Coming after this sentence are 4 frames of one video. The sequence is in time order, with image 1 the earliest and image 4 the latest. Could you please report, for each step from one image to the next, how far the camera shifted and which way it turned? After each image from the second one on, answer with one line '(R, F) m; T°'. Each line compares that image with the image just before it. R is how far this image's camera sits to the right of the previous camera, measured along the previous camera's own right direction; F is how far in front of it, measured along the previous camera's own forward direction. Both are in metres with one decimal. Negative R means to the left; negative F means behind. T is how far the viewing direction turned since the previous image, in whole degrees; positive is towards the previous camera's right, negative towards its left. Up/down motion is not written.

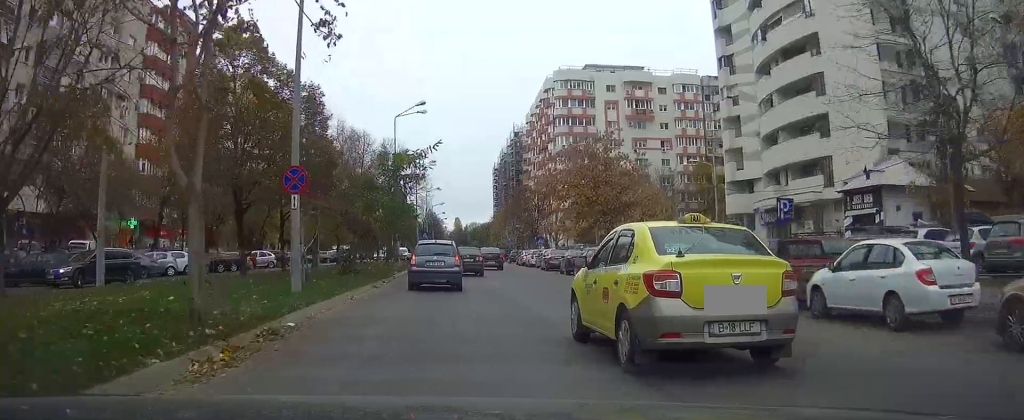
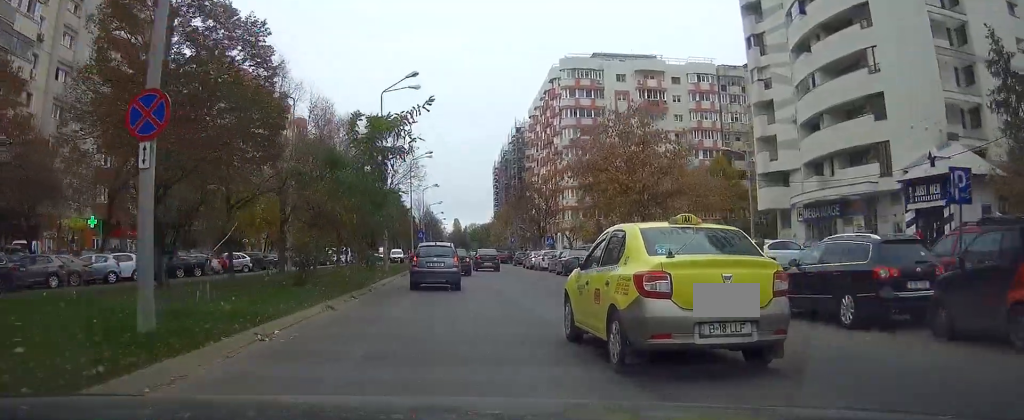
(-0.1, +7.6) m; 0°
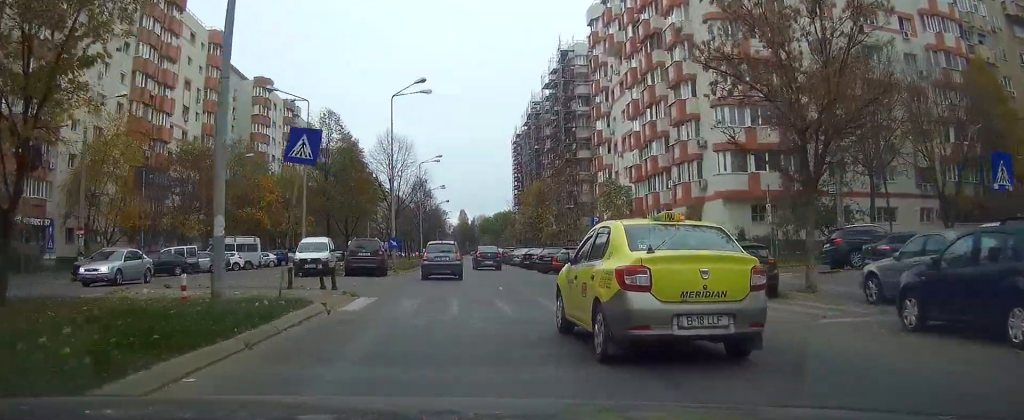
(-1.6, +55.1) m; -3°
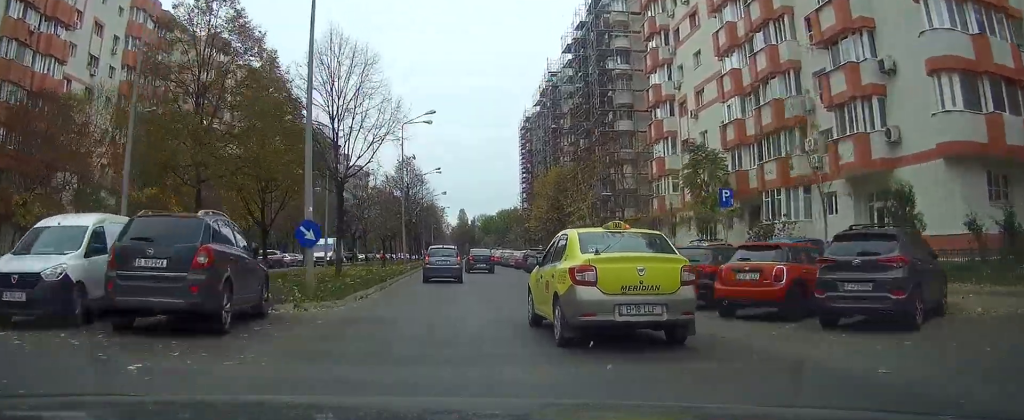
(-0.1, +22.3) m; 0°
